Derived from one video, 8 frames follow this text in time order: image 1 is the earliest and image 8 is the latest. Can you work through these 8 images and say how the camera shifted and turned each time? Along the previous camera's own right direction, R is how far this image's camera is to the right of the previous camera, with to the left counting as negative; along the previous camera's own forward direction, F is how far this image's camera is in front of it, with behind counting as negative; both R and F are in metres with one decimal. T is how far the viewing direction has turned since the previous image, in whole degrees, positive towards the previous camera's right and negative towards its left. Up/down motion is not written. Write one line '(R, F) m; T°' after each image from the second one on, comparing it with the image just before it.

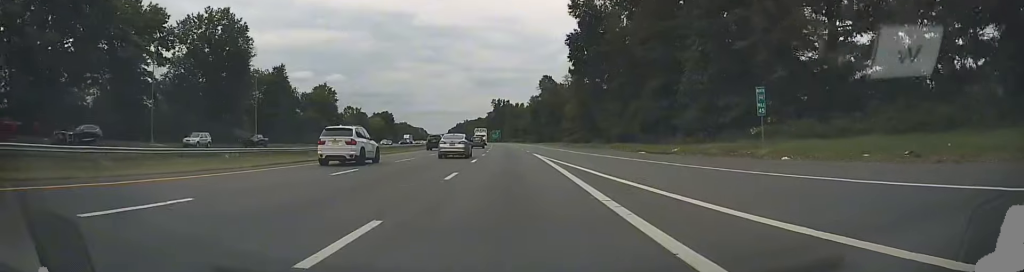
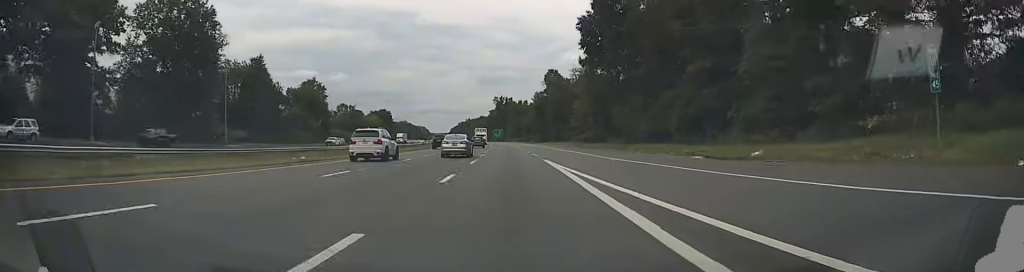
(0.0, +13.8) m; 0°
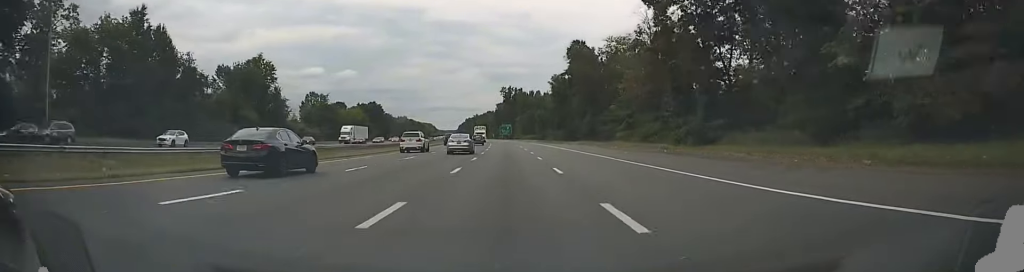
(-0.4, +44.1) m; -1°
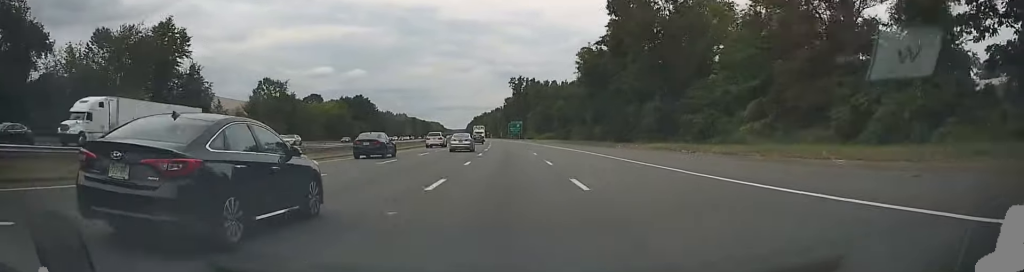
(-0.2, +42.7) m; 0°
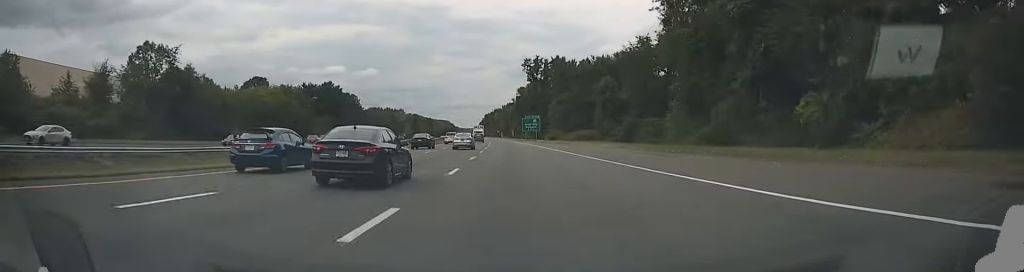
(+0.1, +55.4) m; -1°
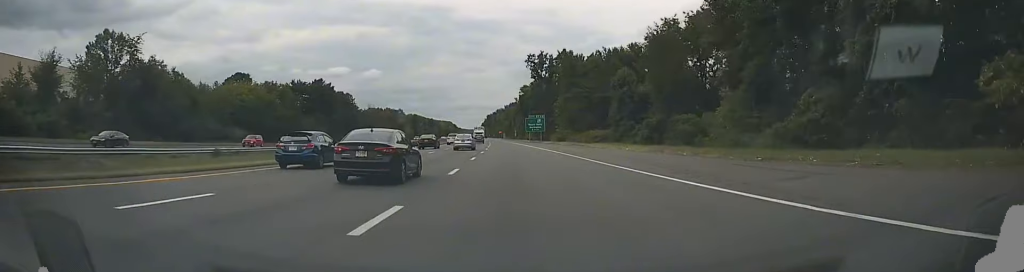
(-0.2, +12.2) m; -1°
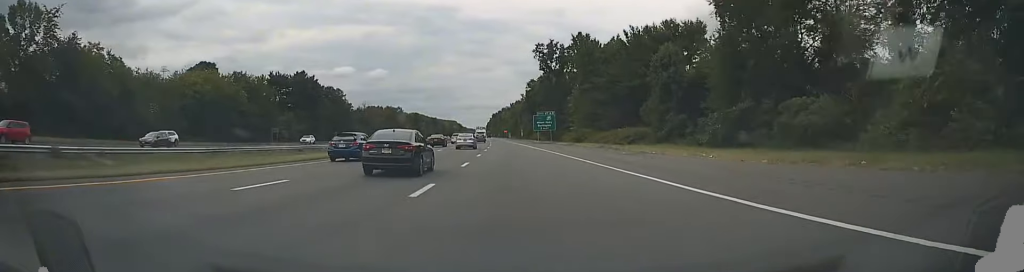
(-0.2, +19.9) m; -1°
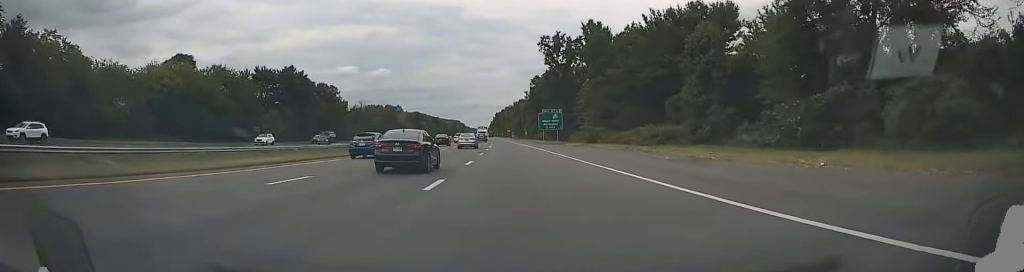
(0.0, +10.8) m; 0°
